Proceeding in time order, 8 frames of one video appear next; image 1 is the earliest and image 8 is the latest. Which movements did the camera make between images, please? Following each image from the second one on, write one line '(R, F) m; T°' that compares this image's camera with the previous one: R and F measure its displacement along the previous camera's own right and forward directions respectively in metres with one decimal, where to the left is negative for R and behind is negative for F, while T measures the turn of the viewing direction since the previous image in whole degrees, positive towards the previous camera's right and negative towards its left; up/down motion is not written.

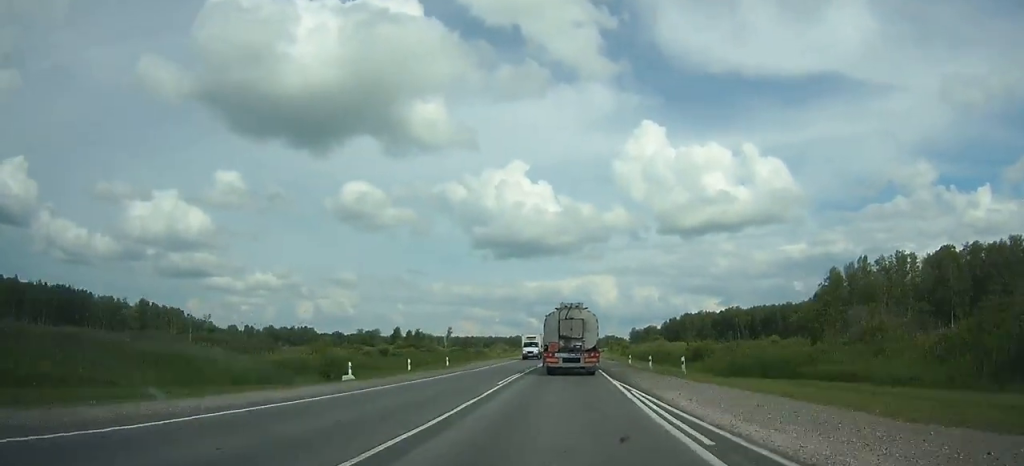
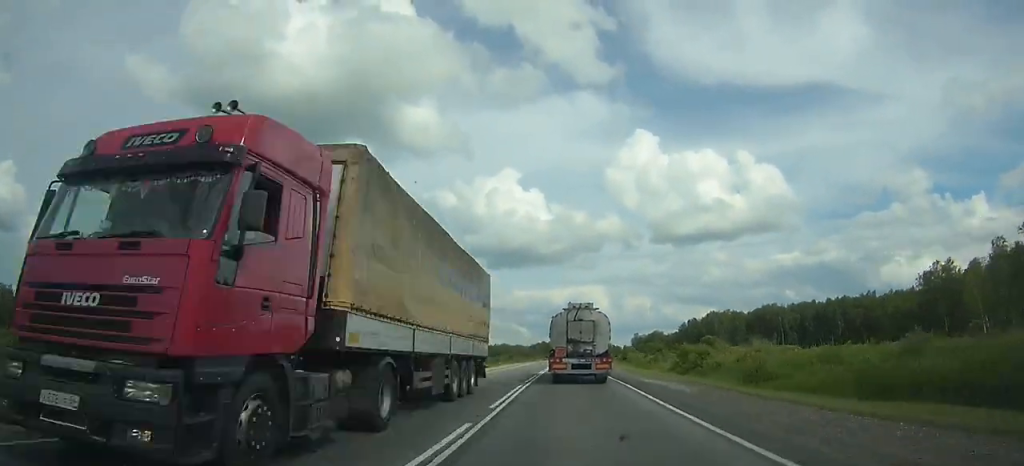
(+0.8, +77.7) m; +1°
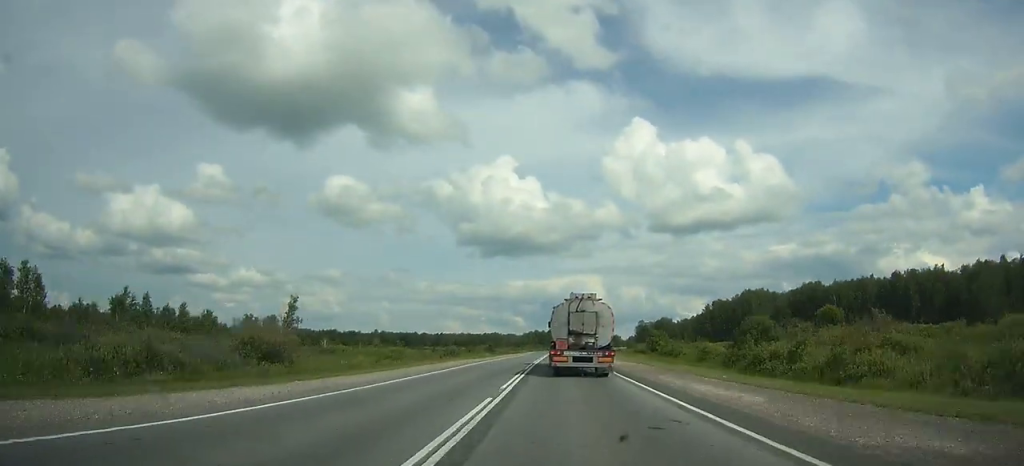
(+0.2, +54.5) m; 0°
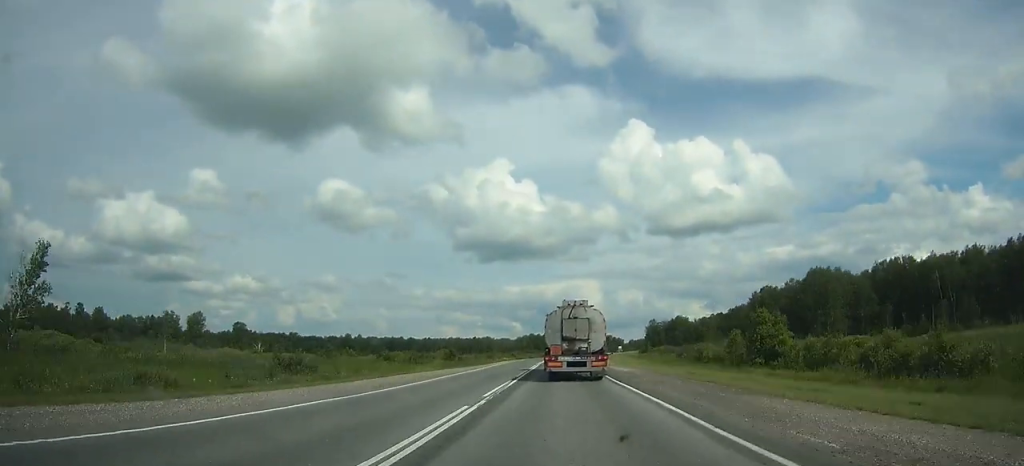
(+0.3, +58.7) m; +1°
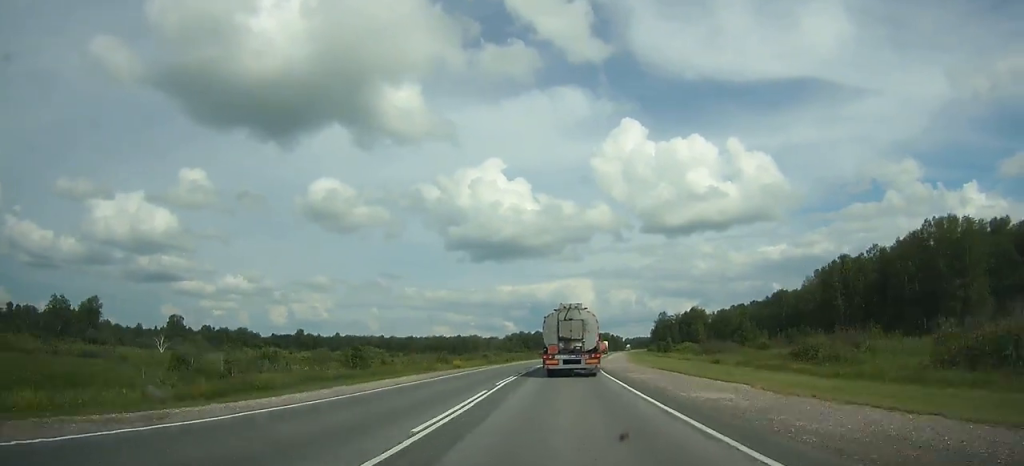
(+0.3, +56.4) m; +2°
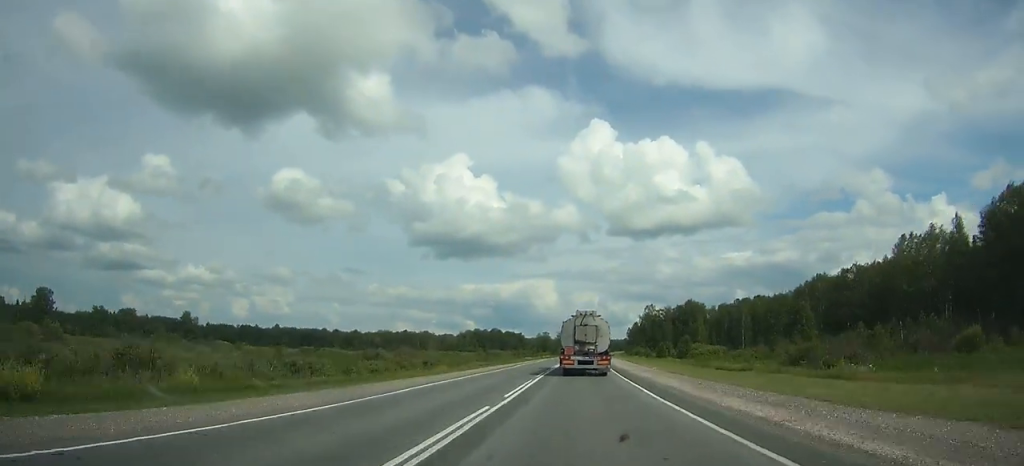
(+2.2, +67.9) m; +3°
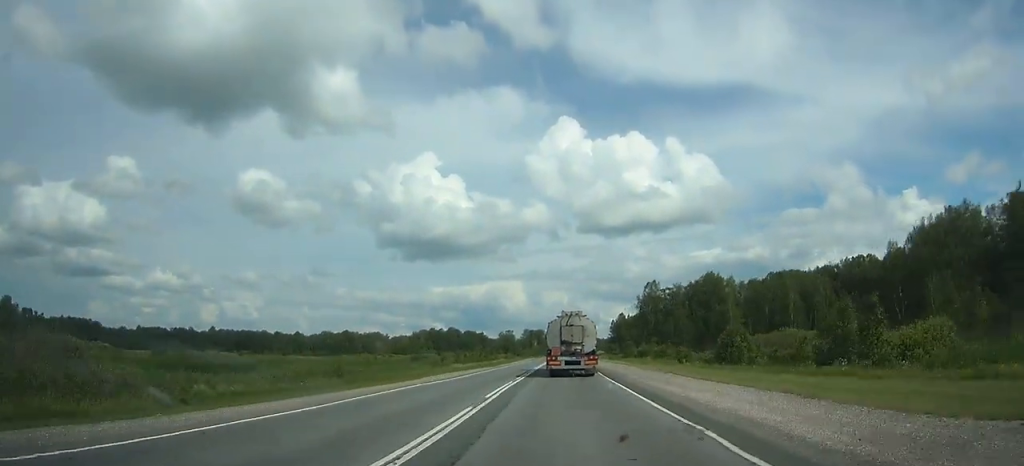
(+1.7, +71.6) m; +2°
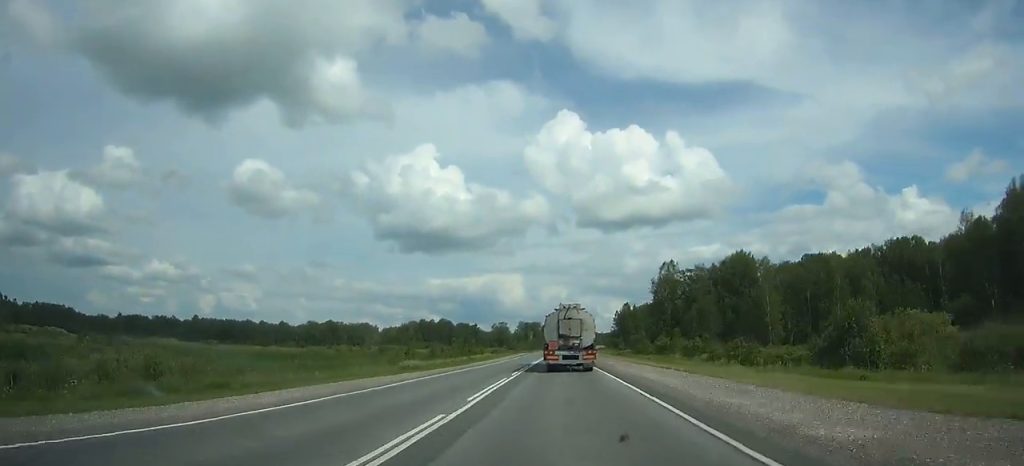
(+0.1, +26.1) m; 0°
